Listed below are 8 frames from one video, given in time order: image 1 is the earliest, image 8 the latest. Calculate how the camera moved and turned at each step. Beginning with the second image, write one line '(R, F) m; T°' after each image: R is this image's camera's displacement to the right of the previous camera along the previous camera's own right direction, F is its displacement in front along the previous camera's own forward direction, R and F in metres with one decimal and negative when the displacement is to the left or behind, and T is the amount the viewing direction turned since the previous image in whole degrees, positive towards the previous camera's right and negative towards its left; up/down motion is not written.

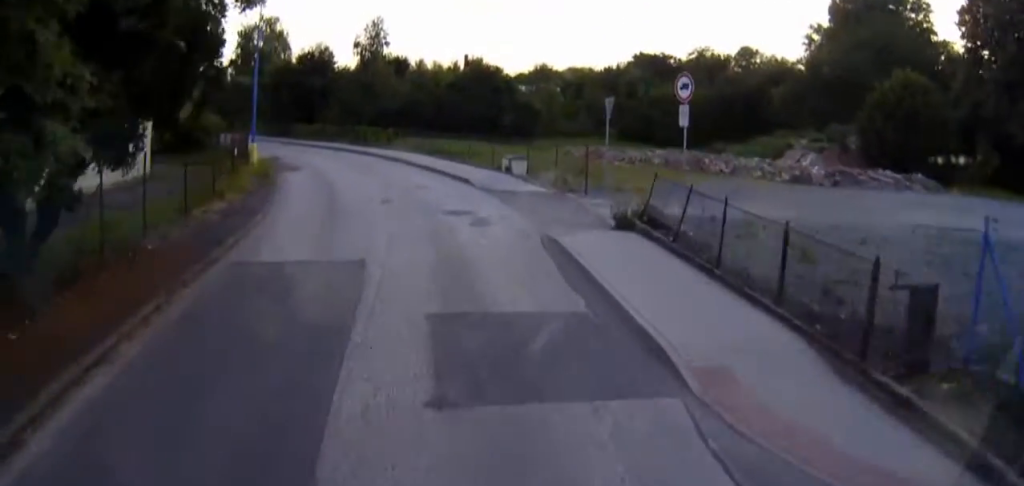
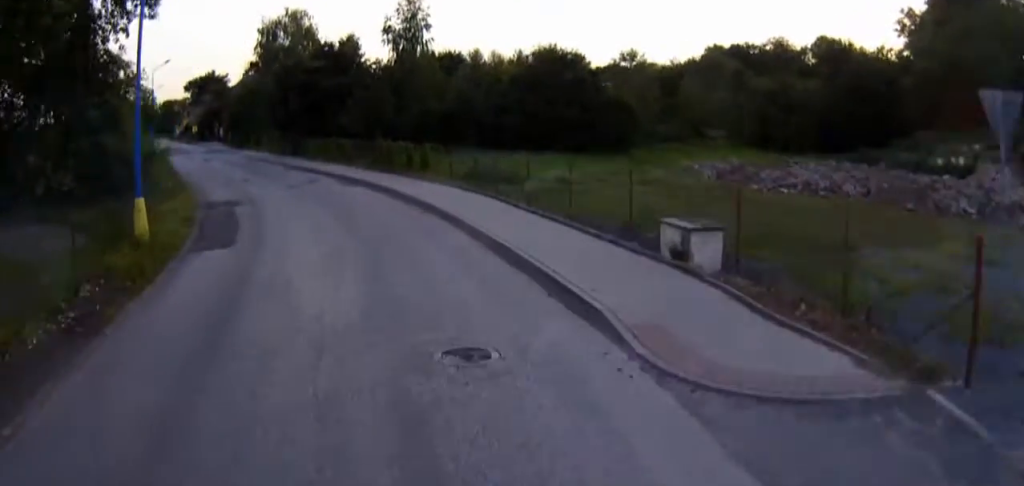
(-0.8, +15.0) m; -7°
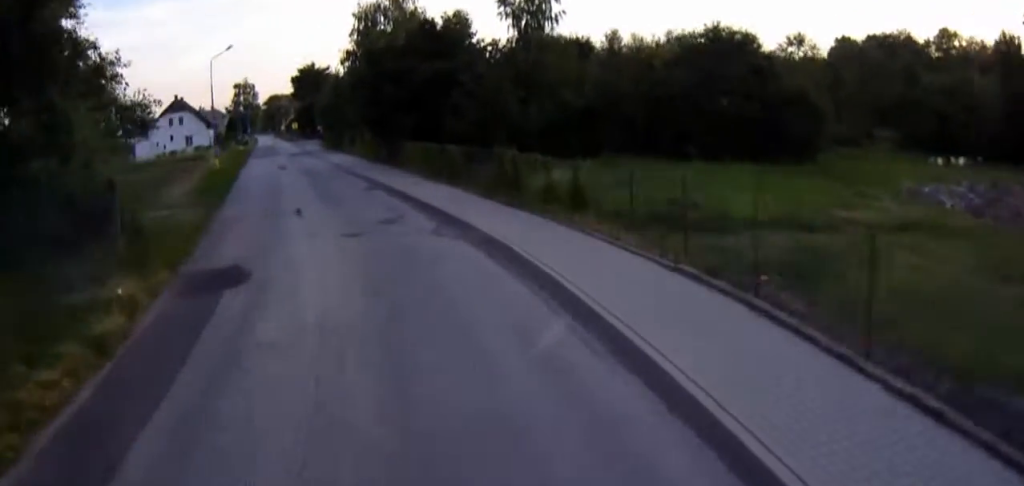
(-0.4, +9.9) m; -8°
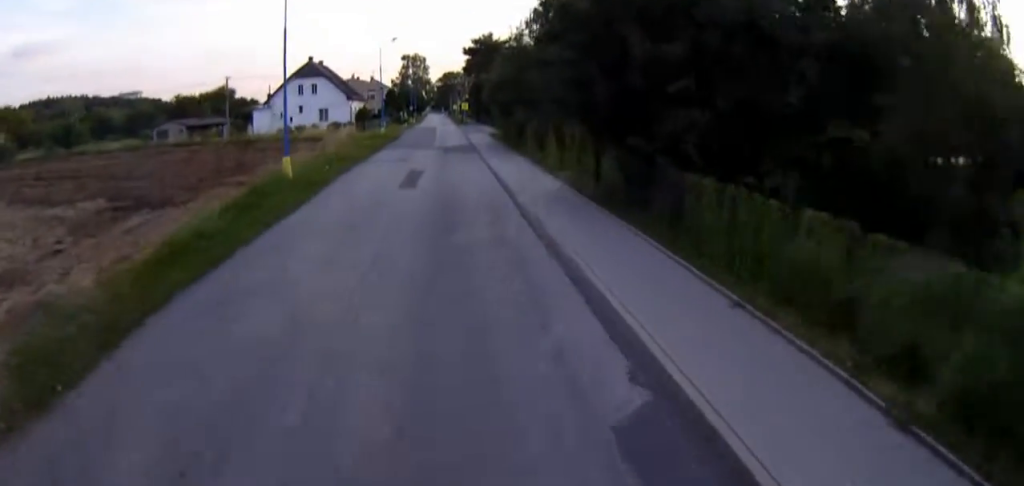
(-4.0, +16.5) m; -34°
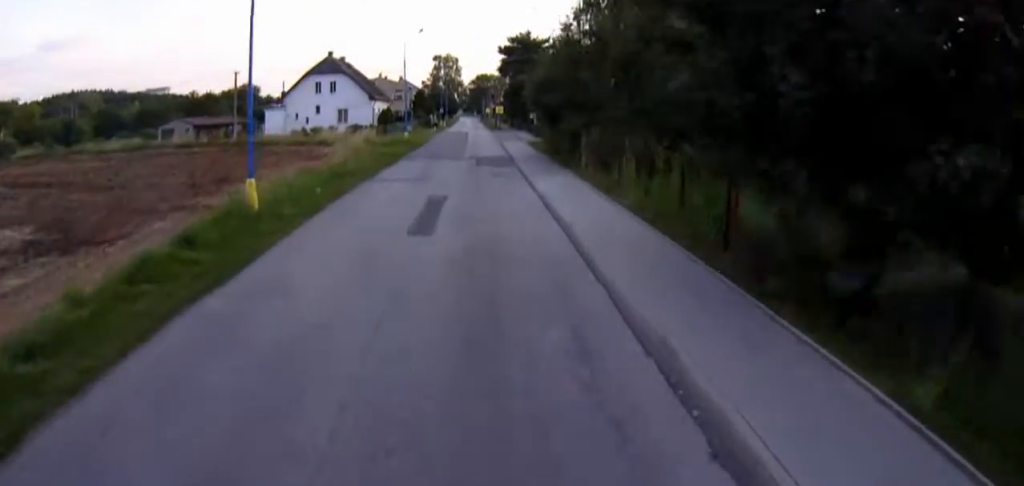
(-0.8, +5.8) m; -6°
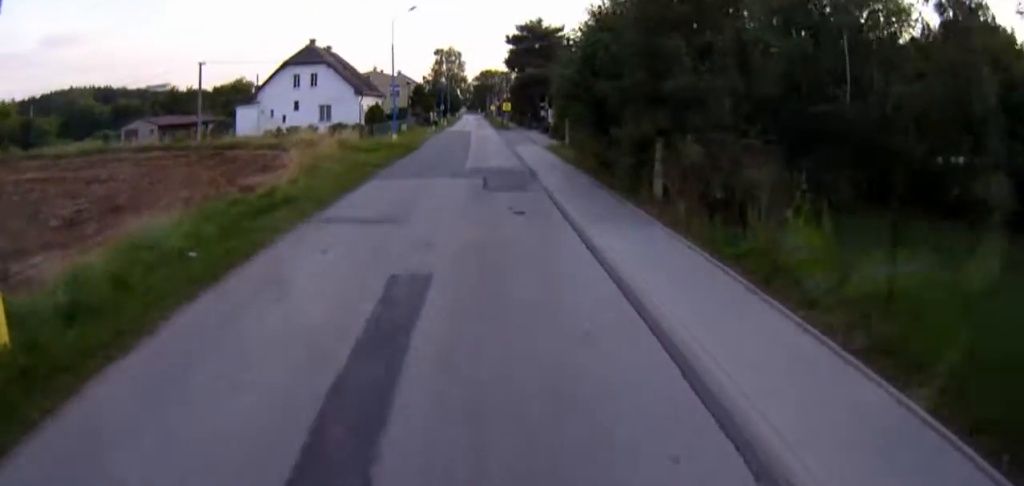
(-0.9, +7.9) m; +1°
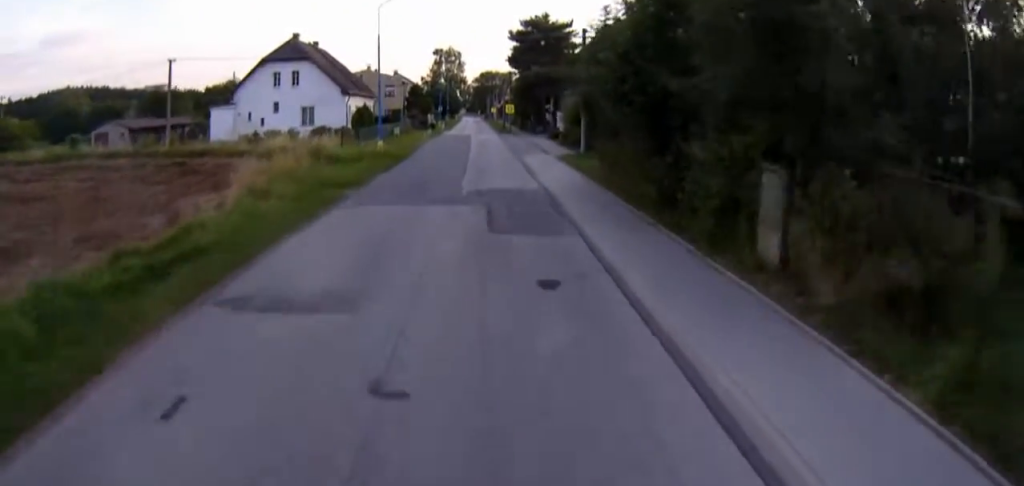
(+0.3, +4.6) m; +10°
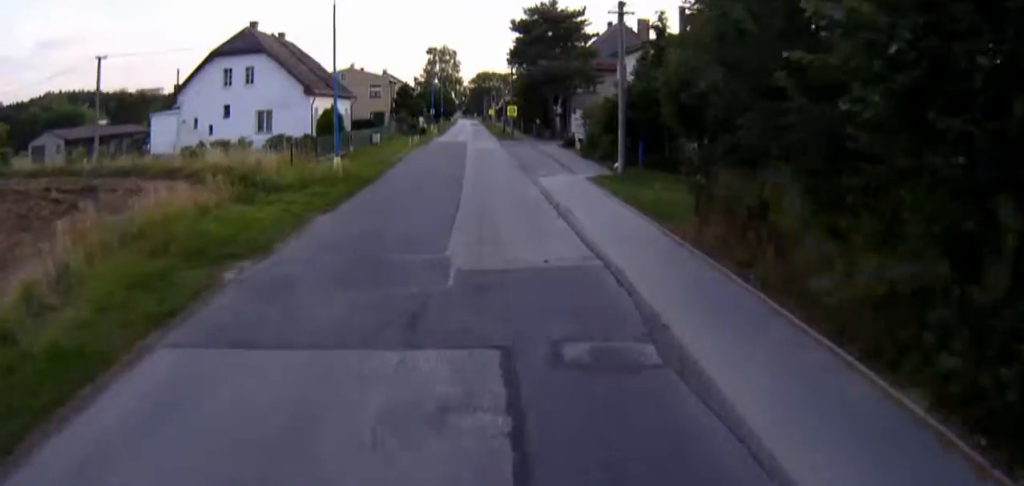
(+1.1, +7.9) m; +12°
